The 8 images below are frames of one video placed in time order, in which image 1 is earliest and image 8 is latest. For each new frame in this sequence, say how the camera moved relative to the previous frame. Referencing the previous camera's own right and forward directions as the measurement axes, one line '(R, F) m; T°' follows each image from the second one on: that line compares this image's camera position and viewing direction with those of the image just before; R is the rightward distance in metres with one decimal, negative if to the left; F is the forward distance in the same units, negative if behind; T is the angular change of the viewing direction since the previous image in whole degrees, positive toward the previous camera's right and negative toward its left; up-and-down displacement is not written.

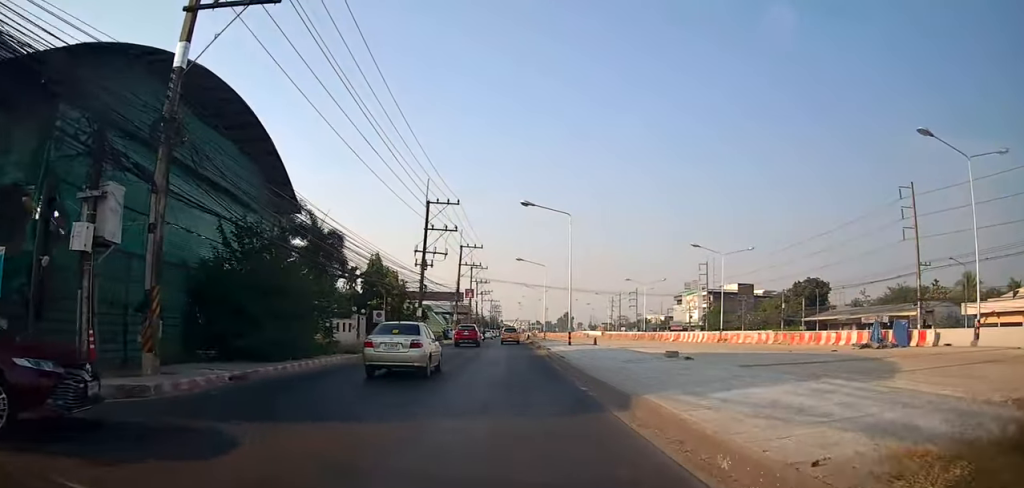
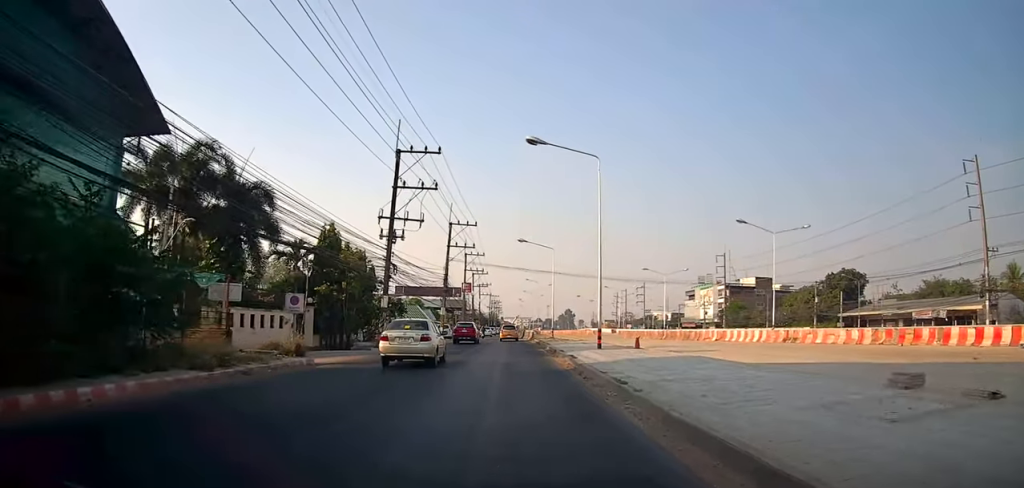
(+0.3, +12.0) m; +4°
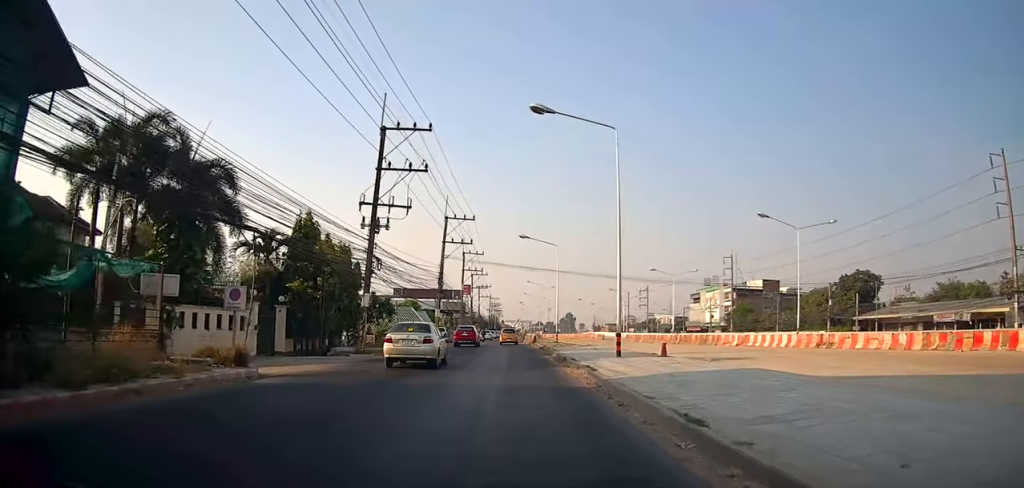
(+0.1, +4.2) m; +1°
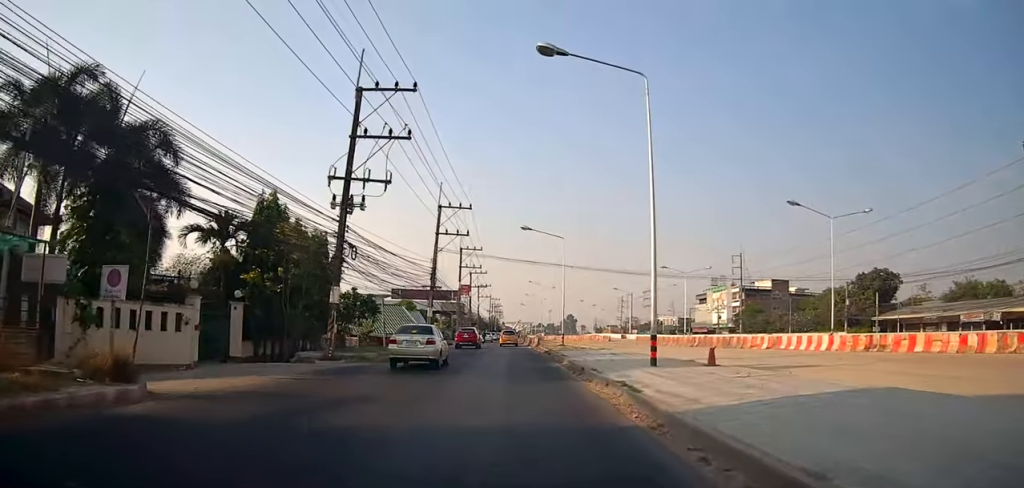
(0.0, +4.9) m; 0°
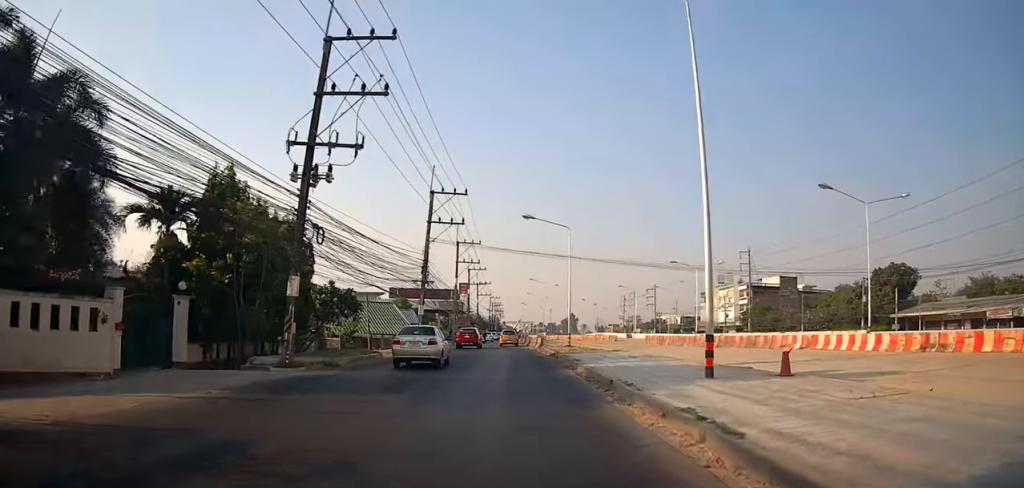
(0.0, +4.4) m; 0°
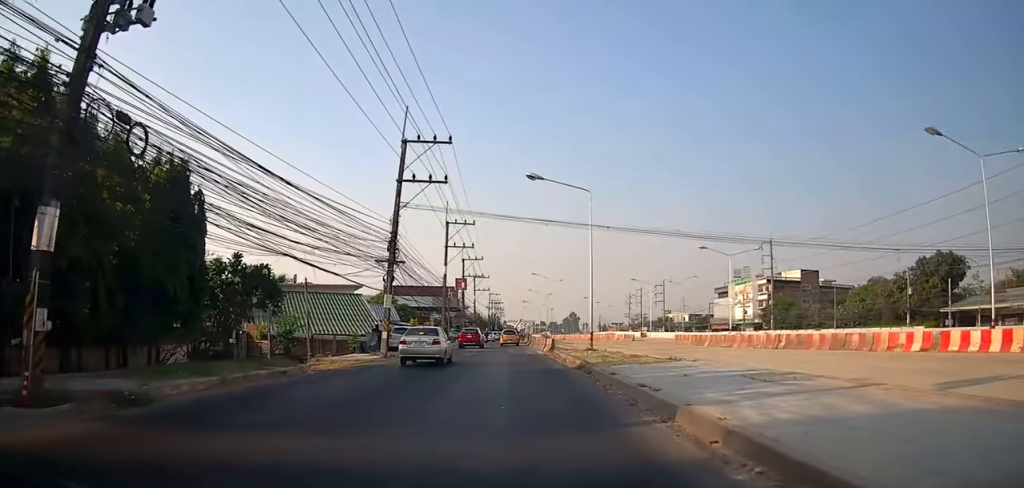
(0.0, +10.5) m; -1°
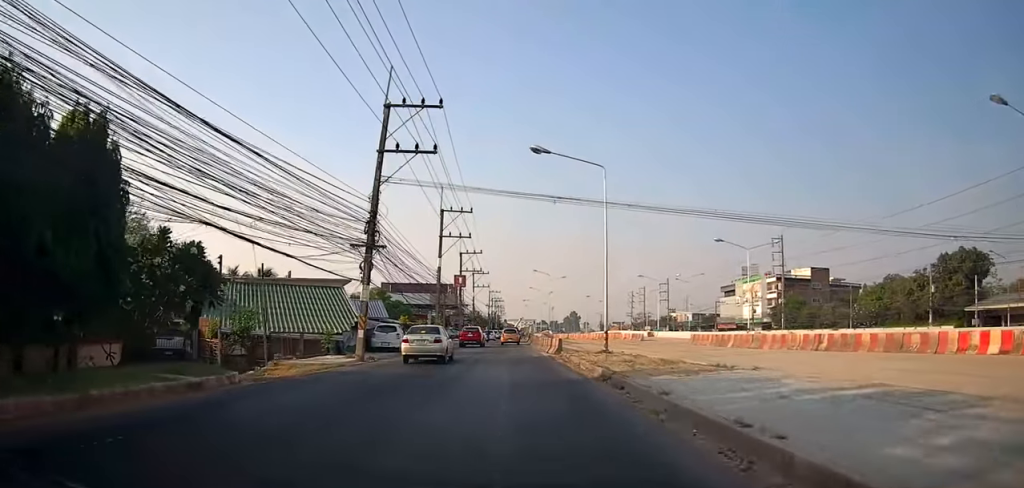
(+0.1, +4.4) m; -2°
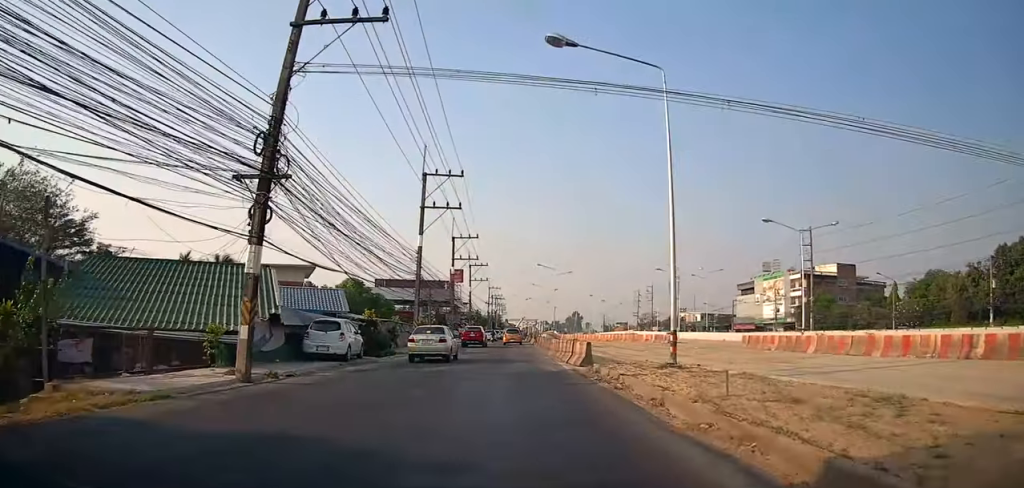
(-0.5, +10.2) m; -2°
